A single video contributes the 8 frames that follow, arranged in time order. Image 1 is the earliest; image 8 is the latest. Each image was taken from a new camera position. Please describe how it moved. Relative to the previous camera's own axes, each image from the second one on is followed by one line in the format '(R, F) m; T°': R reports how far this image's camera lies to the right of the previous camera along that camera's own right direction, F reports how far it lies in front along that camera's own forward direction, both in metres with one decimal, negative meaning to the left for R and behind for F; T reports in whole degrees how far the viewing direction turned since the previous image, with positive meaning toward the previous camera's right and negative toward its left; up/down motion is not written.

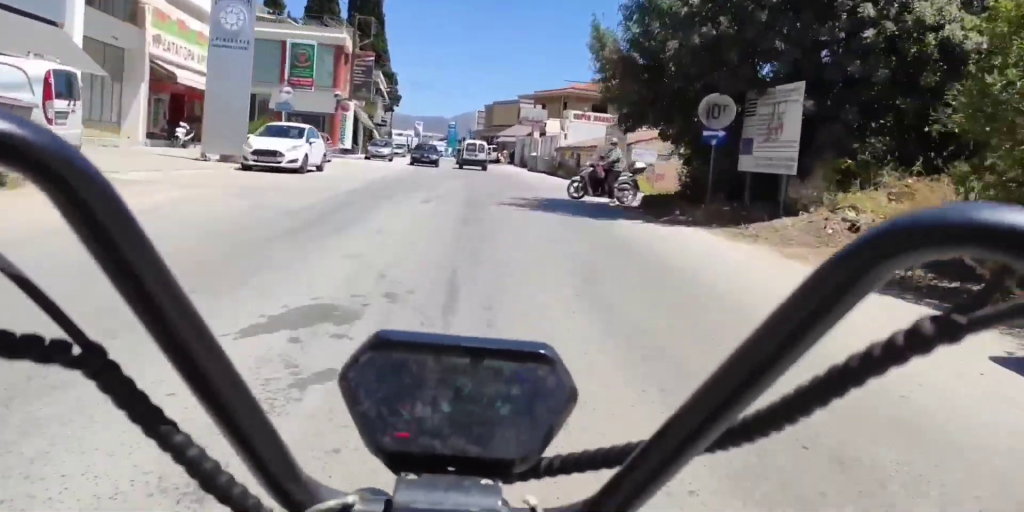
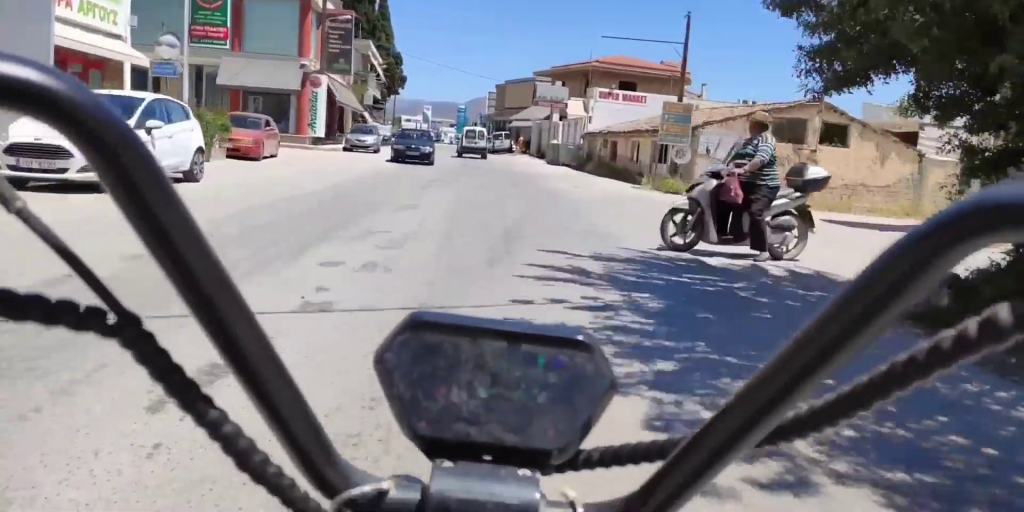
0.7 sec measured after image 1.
(0.0, +10.6) m; -1°
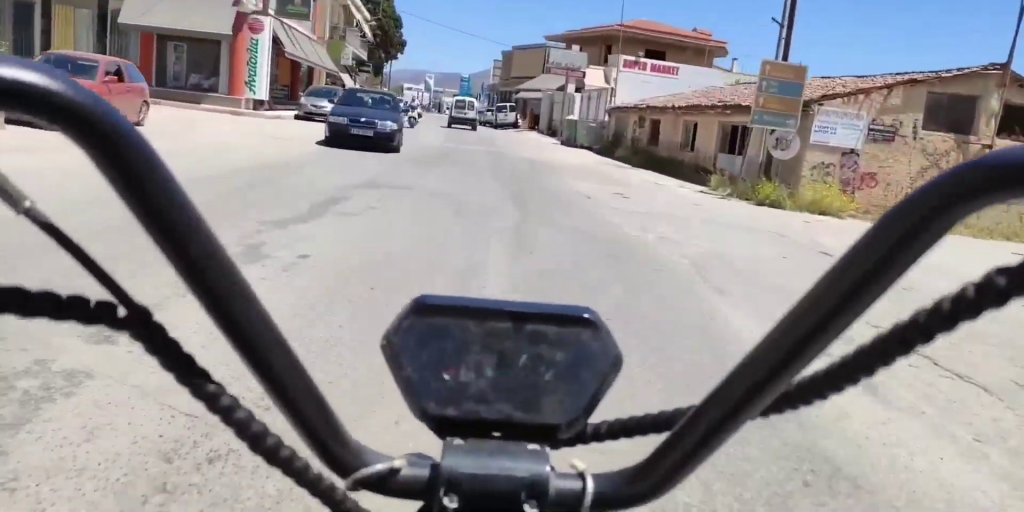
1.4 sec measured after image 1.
(0.0, +9.5) m; -1°
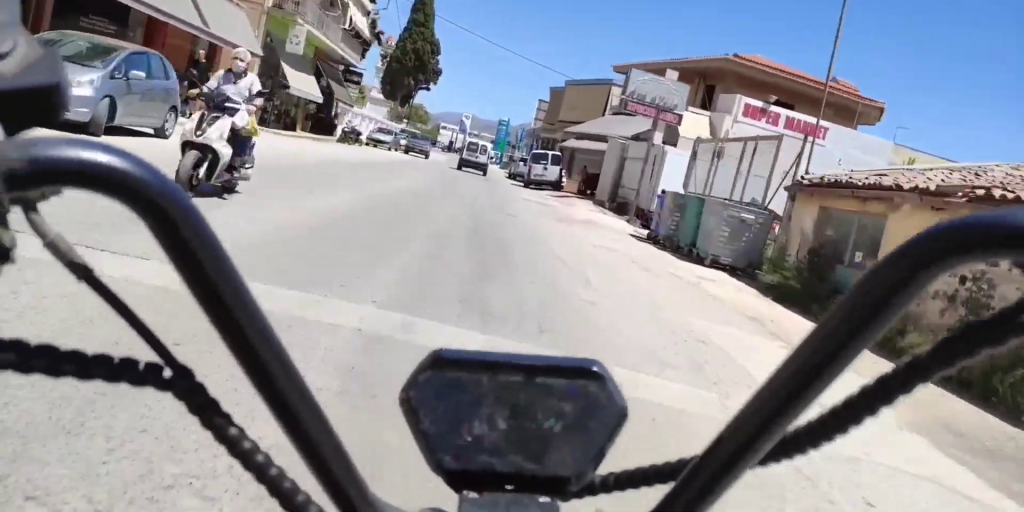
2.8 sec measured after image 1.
(-0.5, +19.2) m; -2°
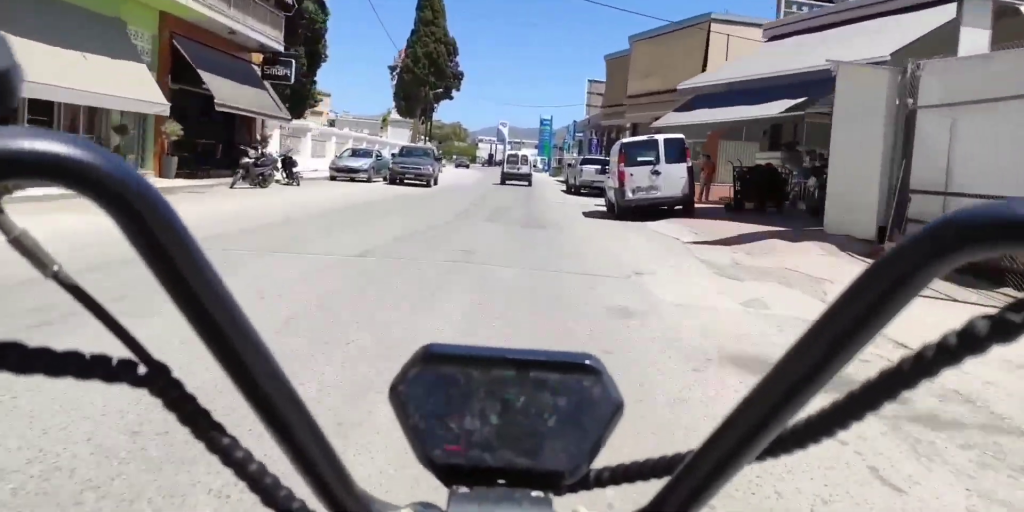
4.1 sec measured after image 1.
(-0.3, +18.5) m; -1°
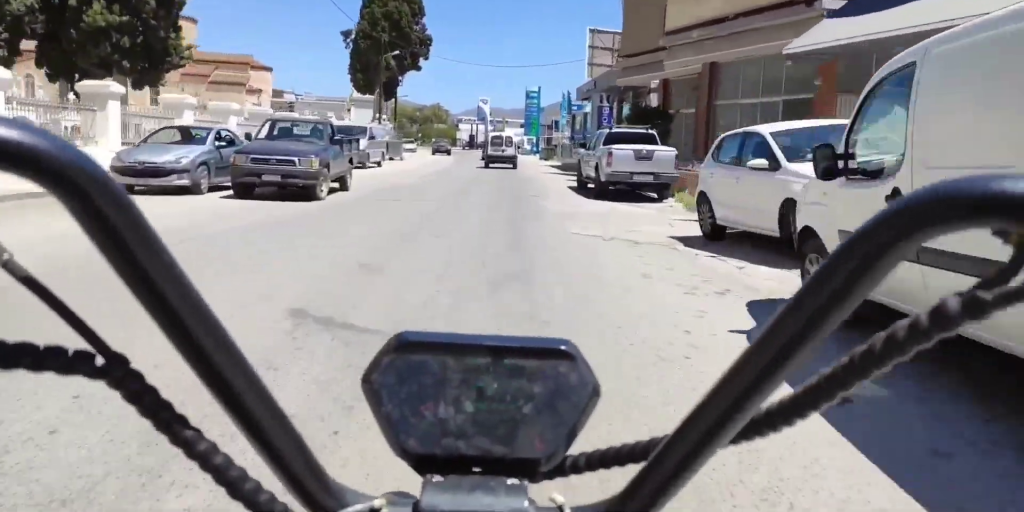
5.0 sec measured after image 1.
(0.0, +14.2) m; -1°
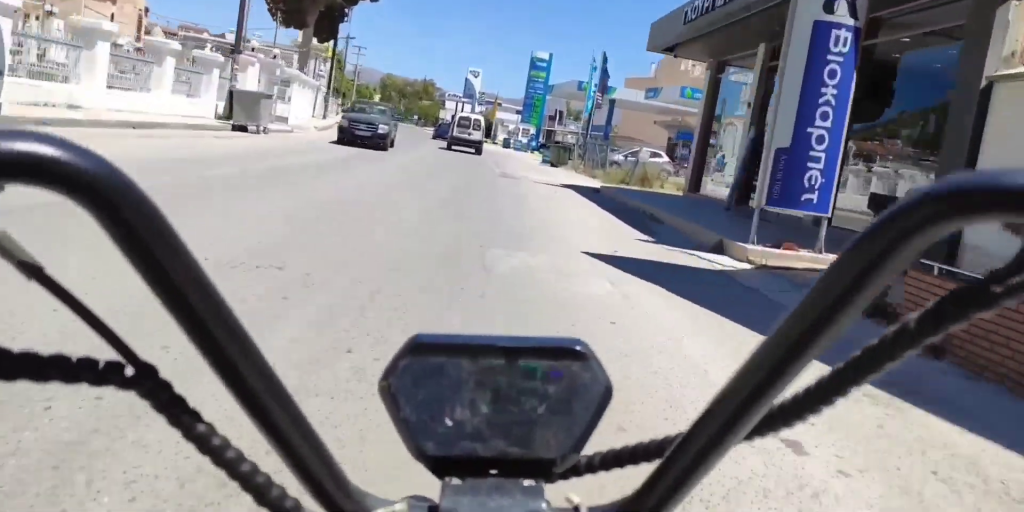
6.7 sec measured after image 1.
(-0.2, +25.7) m; -1°
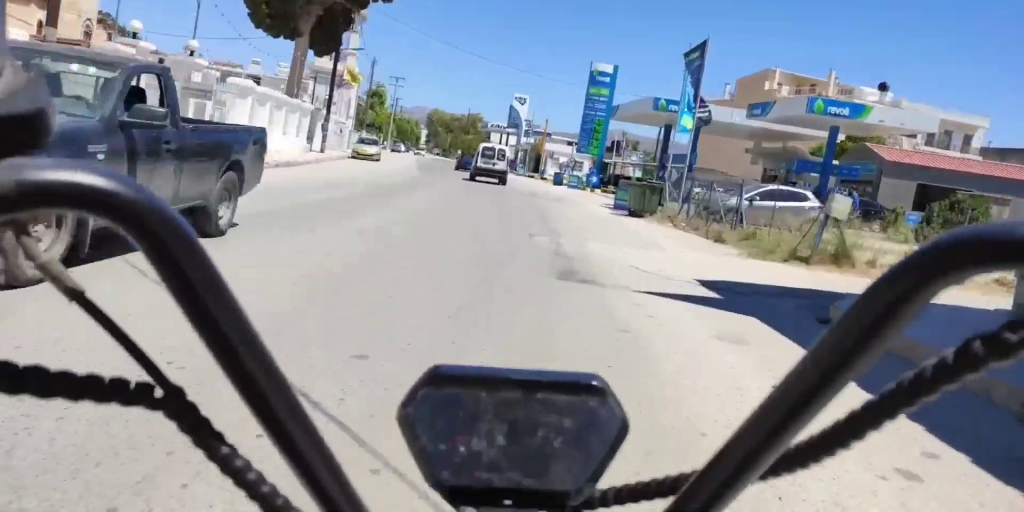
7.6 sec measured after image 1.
(+0.1, +12.9) m; -1°
